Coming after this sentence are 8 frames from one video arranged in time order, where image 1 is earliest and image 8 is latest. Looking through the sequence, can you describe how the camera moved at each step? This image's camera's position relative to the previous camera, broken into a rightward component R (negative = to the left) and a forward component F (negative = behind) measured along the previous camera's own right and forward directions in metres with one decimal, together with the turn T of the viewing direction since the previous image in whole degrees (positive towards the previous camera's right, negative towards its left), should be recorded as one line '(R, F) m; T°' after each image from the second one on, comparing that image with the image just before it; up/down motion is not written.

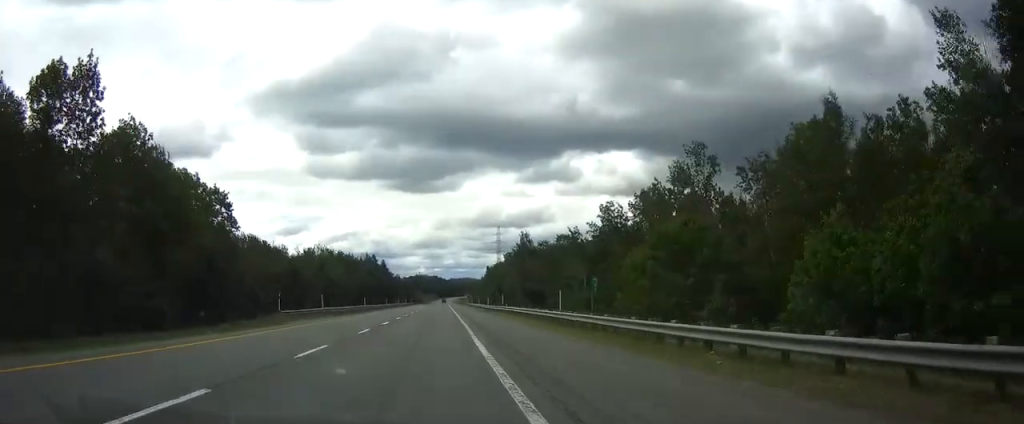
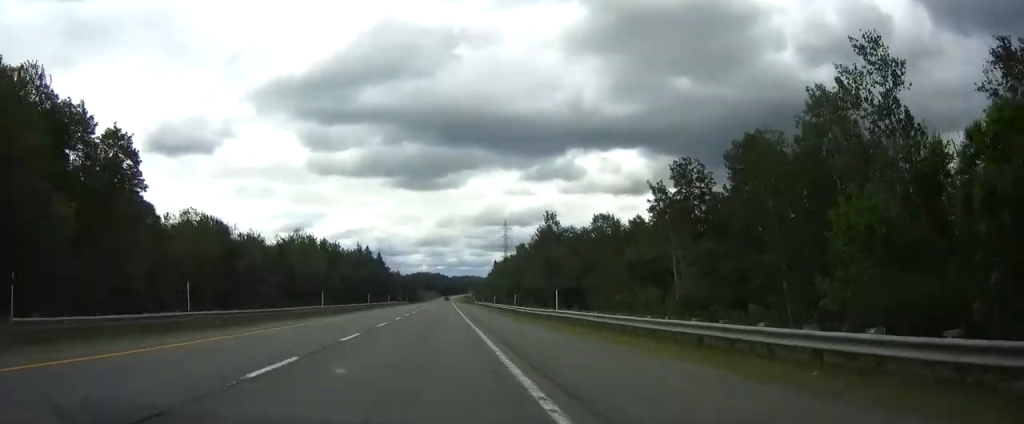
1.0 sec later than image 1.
(-0.1, +31.3) m; 0°
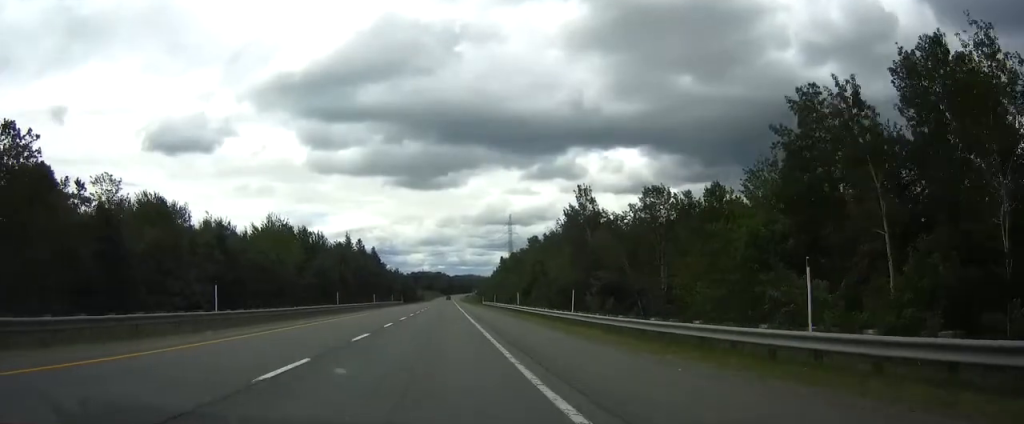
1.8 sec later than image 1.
(0.0, +26.4) m; 0°
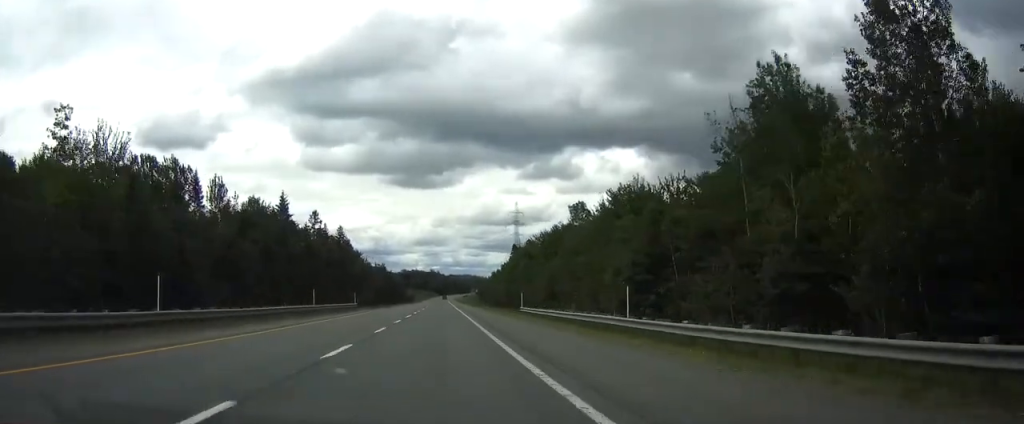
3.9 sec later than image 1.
(+0.2, +67.3) m; +1°
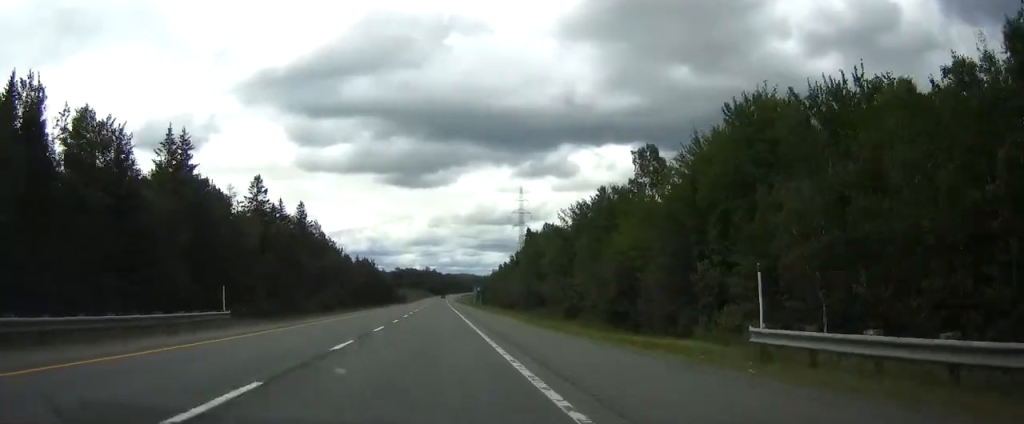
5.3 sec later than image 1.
(+0.2, +43.2) m; 0°
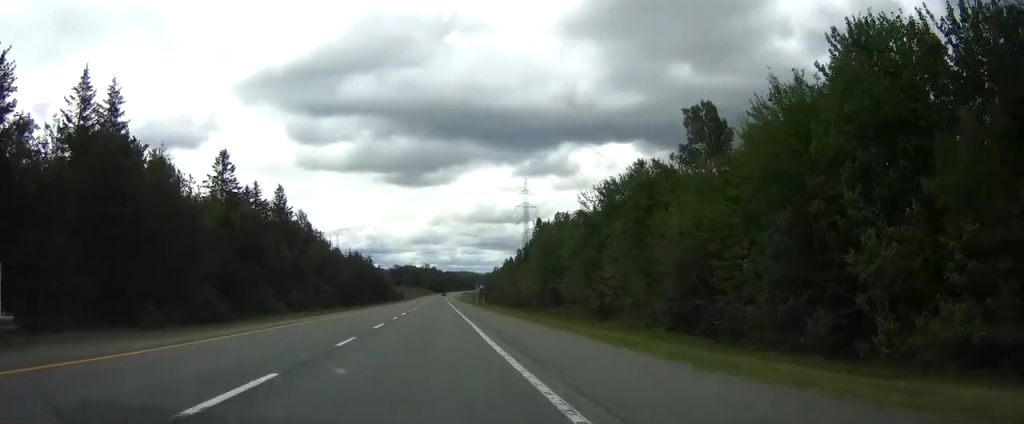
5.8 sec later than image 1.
(0.0, +17.3) m; 0°
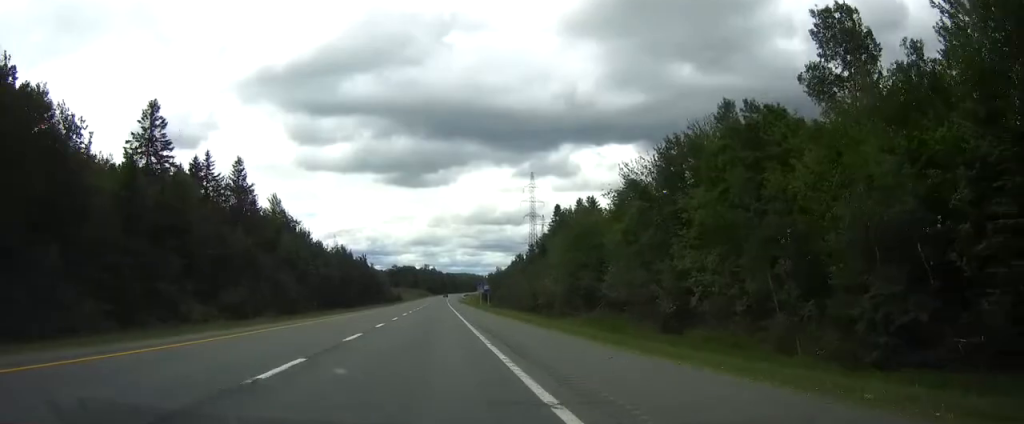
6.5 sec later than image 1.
(0.0, +23.7) m; 0°
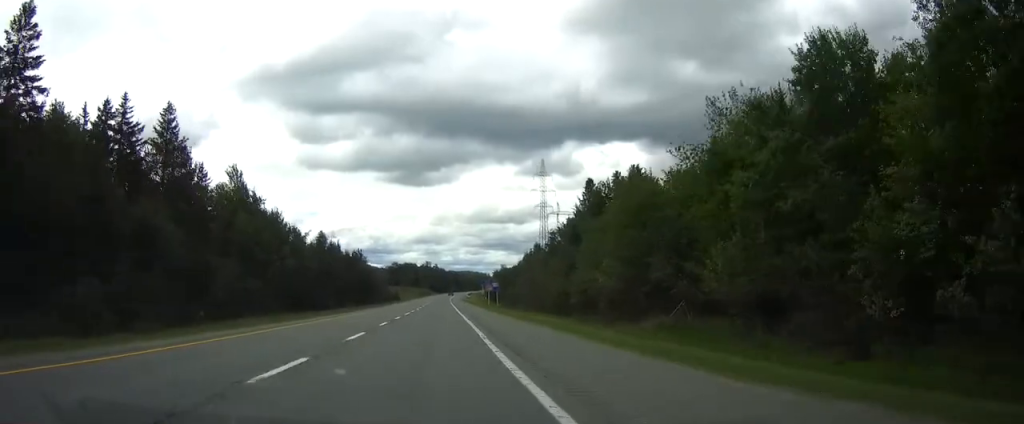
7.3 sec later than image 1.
(0.0, +25.9) m; 0°
